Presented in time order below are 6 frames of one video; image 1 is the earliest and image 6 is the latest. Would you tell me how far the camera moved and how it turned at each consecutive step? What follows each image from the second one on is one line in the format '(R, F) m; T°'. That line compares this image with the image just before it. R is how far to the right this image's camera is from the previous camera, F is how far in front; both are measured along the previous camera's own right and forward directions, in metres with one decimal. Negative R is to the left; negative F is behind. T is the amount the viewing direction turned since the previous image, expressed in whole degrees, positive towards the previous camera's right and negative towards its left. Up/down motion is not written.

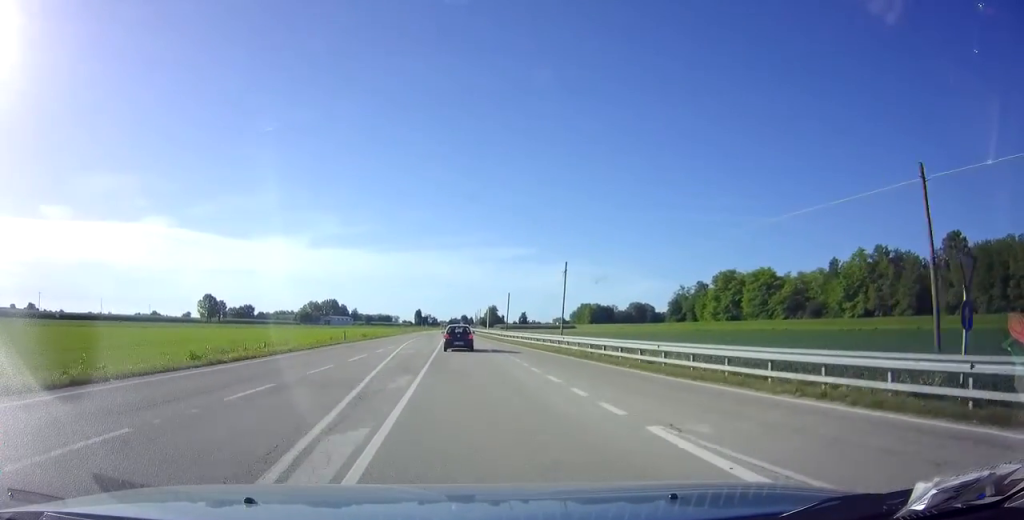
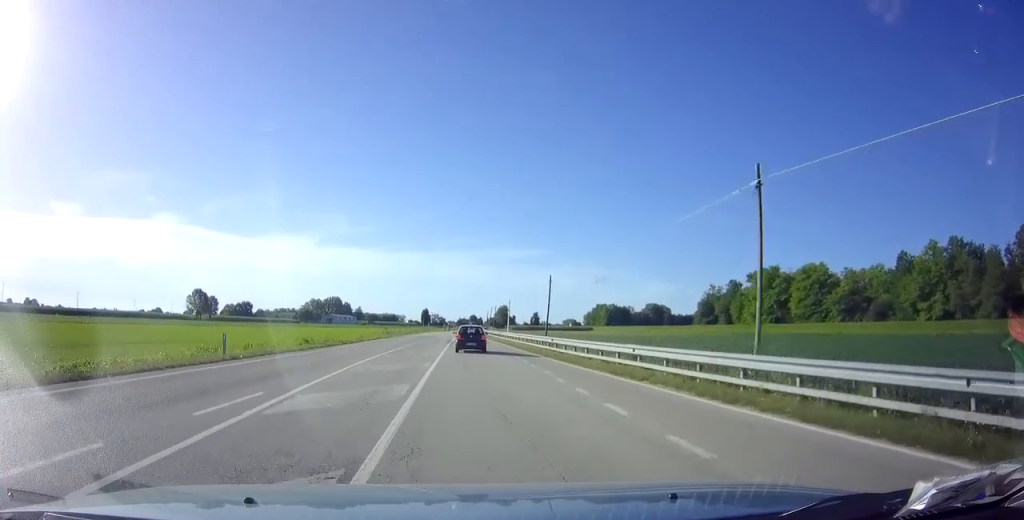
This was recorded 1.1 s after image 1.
(0.0, +24.9) m; -1°
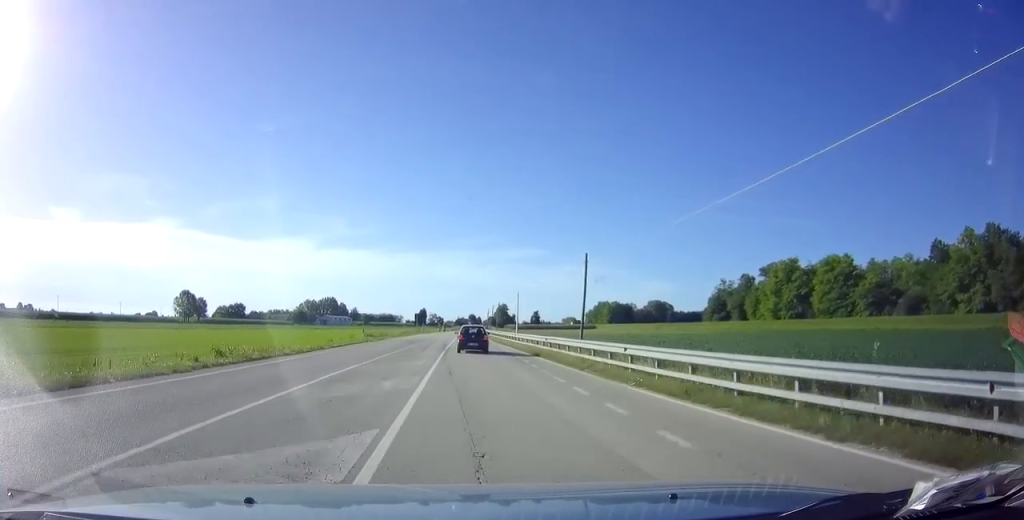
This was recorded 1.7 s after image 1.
(-0.2, +12.7) m; 0°
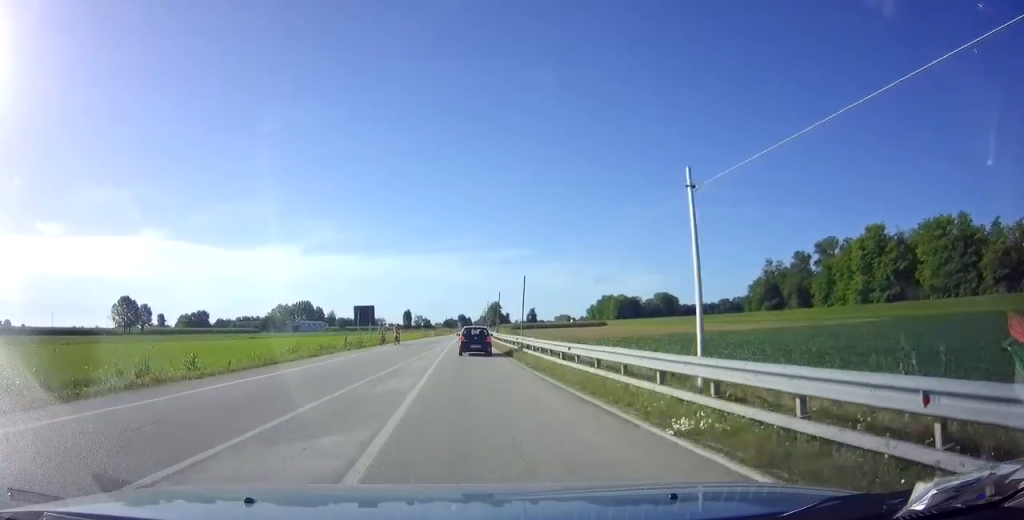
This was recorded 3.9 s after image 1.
(+0.5, +49.4) m; +1°
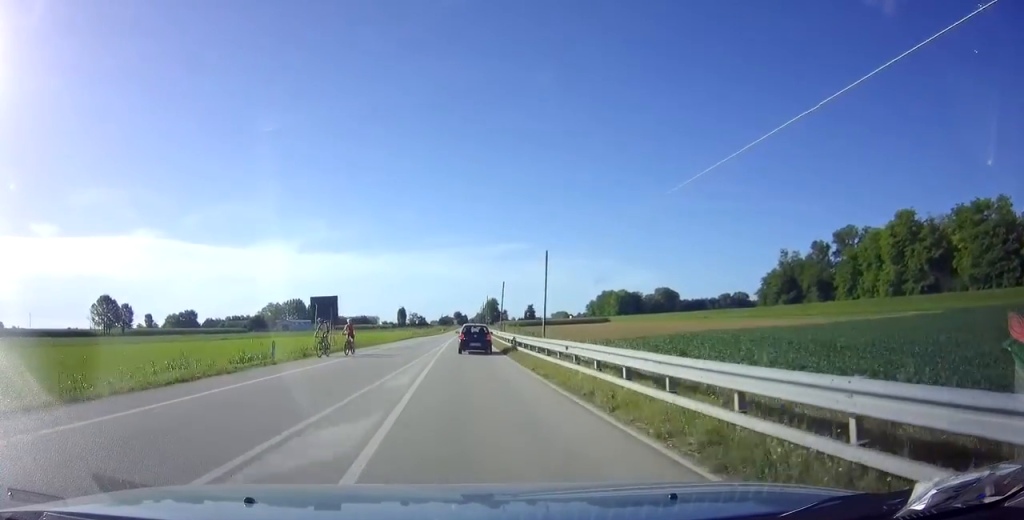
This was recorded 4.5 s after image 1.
(+0.1, +13.3) m; 0°
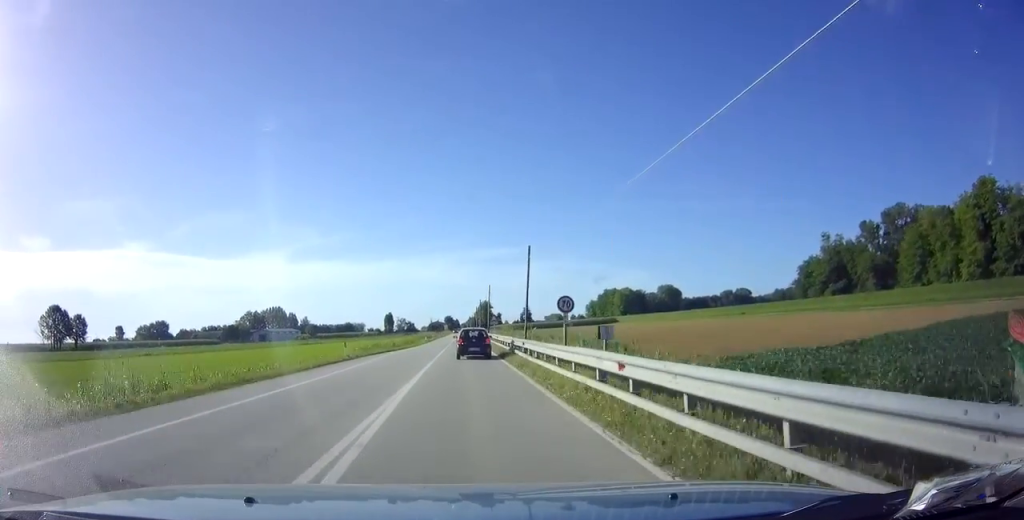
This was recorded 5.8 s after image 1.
(+0.3, +29.8) m; +1°
